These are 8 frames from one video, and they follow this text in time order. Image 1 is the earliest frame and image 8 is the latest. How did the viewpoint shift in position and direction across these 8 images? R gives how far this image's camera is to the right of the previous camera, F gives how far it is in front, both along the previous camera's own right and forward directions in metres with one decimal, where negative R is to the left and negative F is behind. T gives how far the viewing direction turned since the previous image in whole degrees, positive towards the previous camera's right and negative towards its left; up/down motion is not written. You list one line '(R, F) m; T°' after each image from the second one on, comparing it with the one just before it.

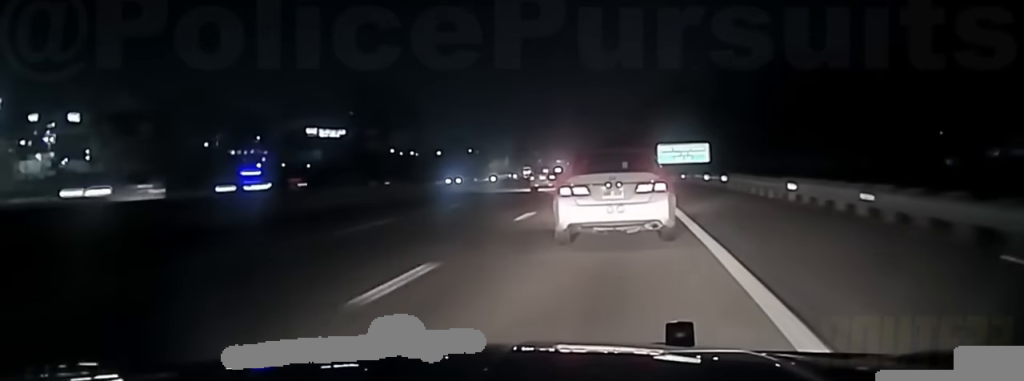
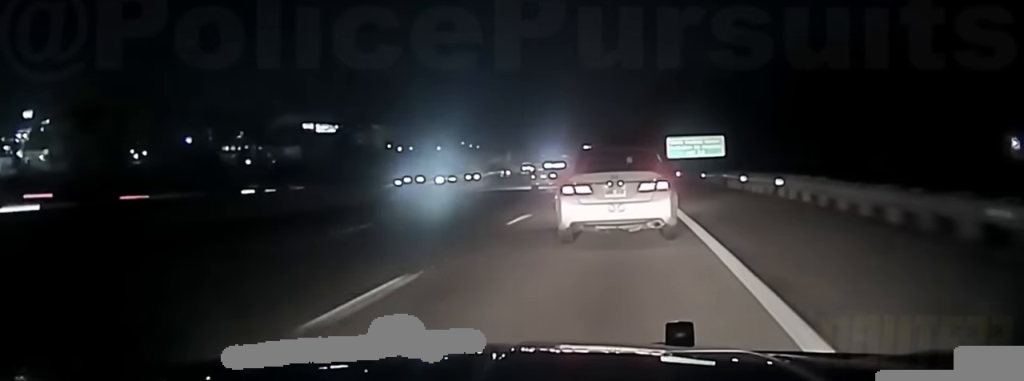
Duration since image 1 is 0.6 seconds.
(0.0, +13.3) m; -1°
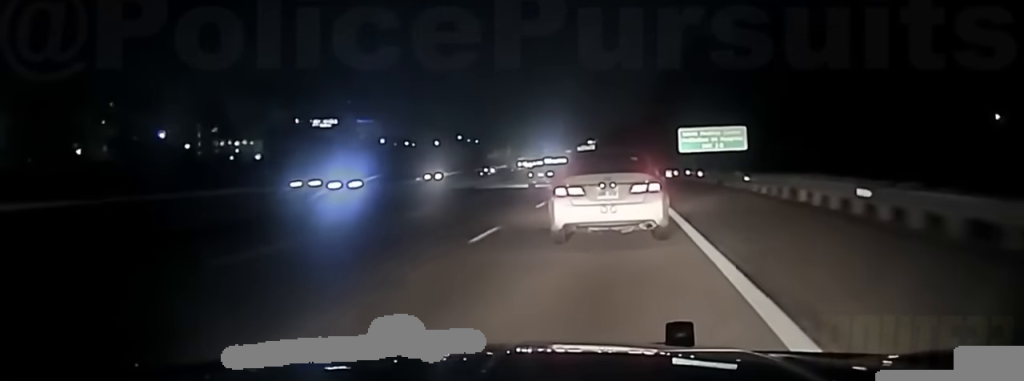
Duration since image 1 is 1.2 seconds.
(-0.1, +17.1) m; -1°
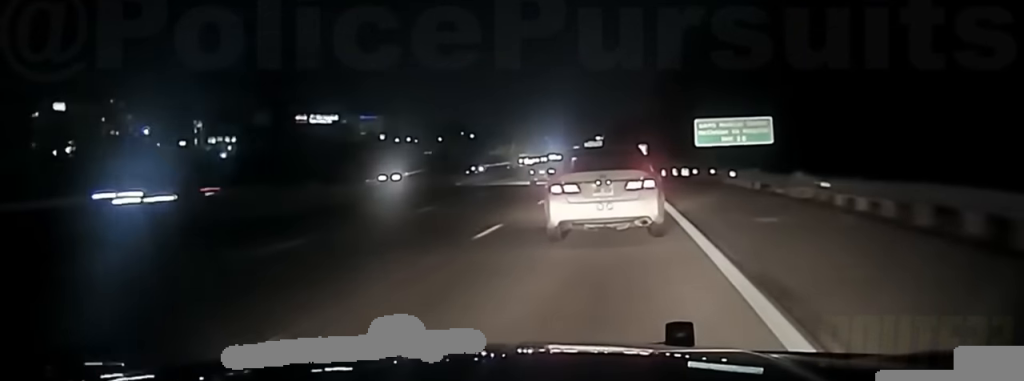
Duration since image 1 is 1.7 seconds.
(-0.1, +13.5) m; 0°
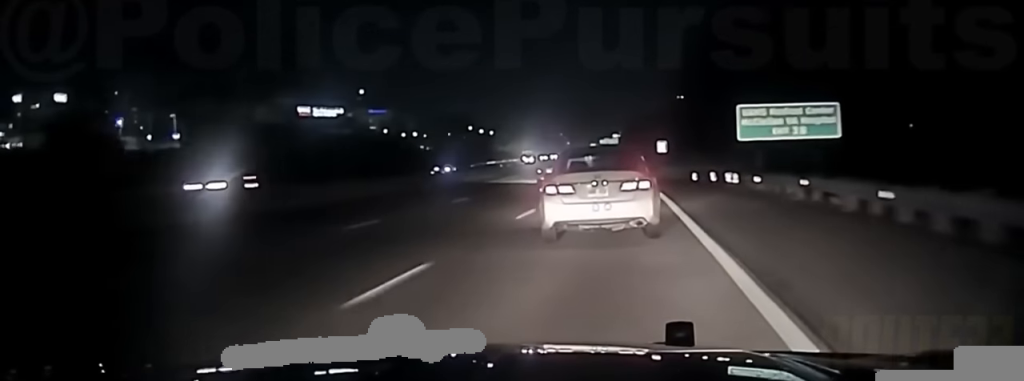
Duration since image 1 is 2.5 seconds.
(-0.2, +23.0) m; -1°
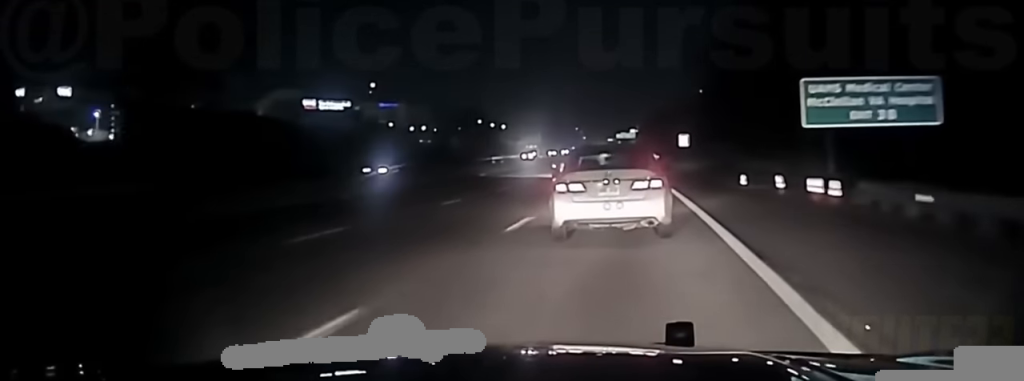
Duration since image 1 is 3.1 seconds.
(0.0, +16.4) m; -1°
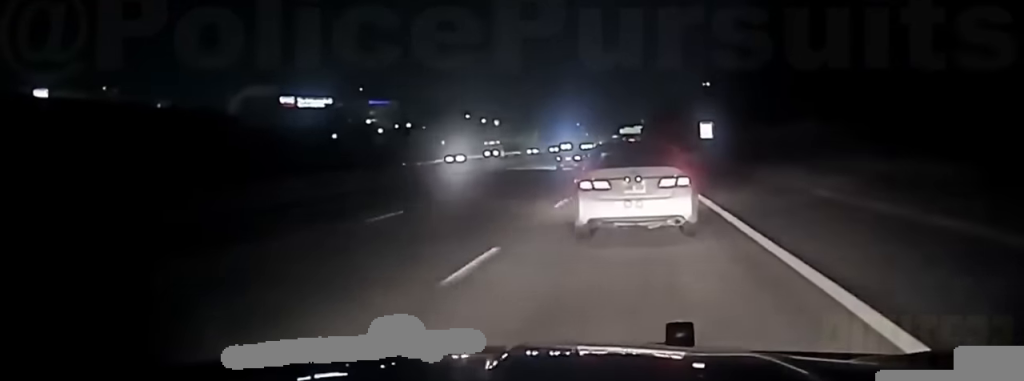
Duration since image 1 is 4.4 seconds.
(-0.4, +34.0) m; -2°
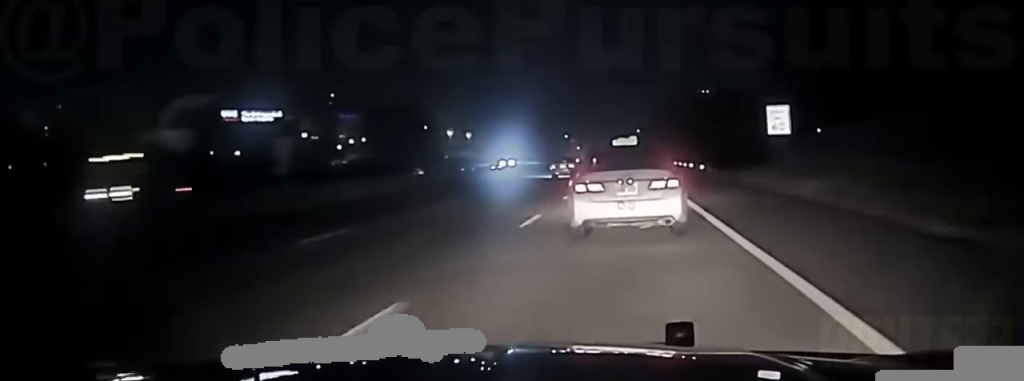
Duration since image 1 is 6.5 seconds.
(0.0, +49.4) m; +2°
